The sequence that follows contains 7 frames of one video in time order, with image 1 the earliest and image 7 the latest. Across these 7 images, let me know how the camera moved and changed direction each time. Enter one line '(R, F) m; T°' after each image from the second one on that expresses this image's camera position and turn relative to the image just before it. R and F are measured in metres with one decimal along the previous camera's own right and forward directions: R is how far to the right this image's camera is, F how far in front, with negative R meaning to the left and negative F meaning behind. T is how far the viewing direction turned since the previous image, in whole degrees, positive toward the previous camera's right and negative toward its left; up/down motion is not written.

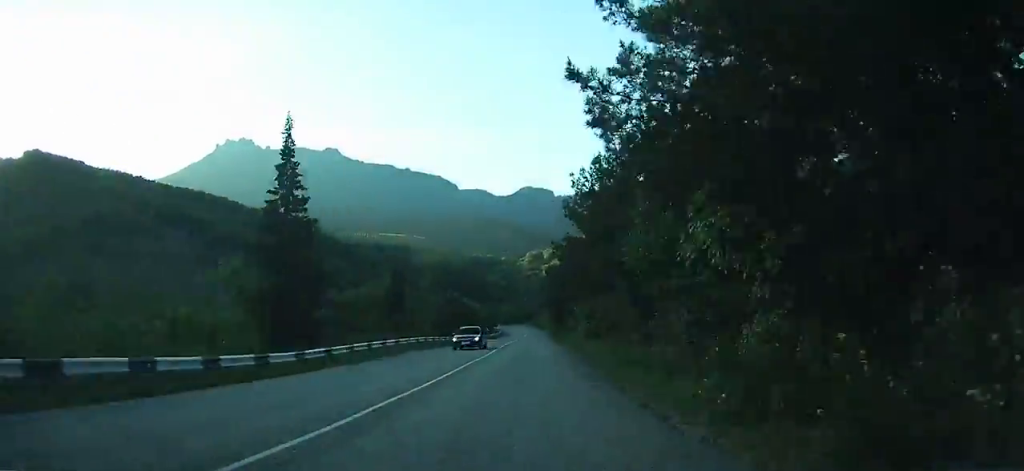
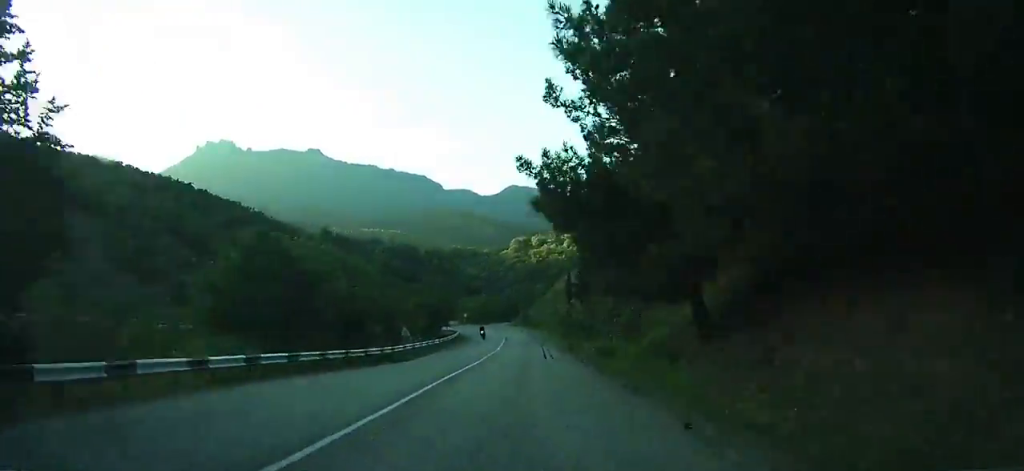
(+1.4, +53.5) m; +2°
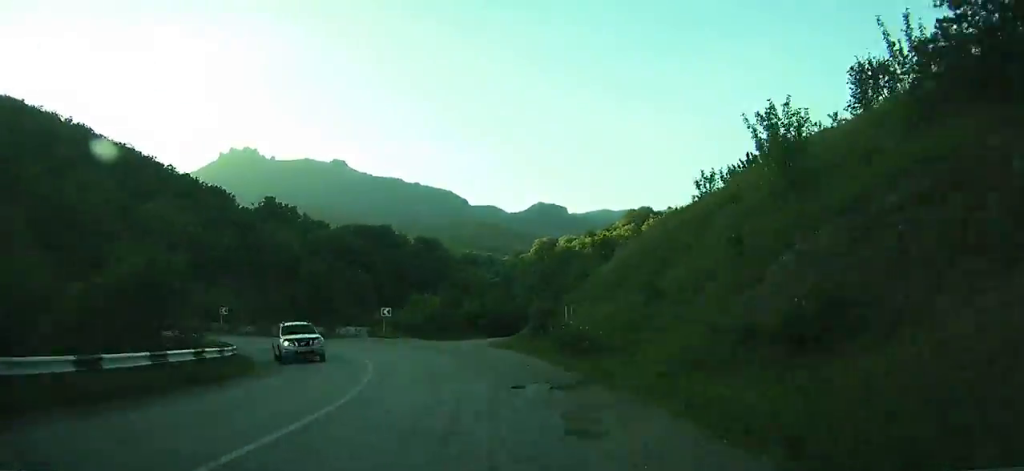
(-0.4, +54.6) m; -7°
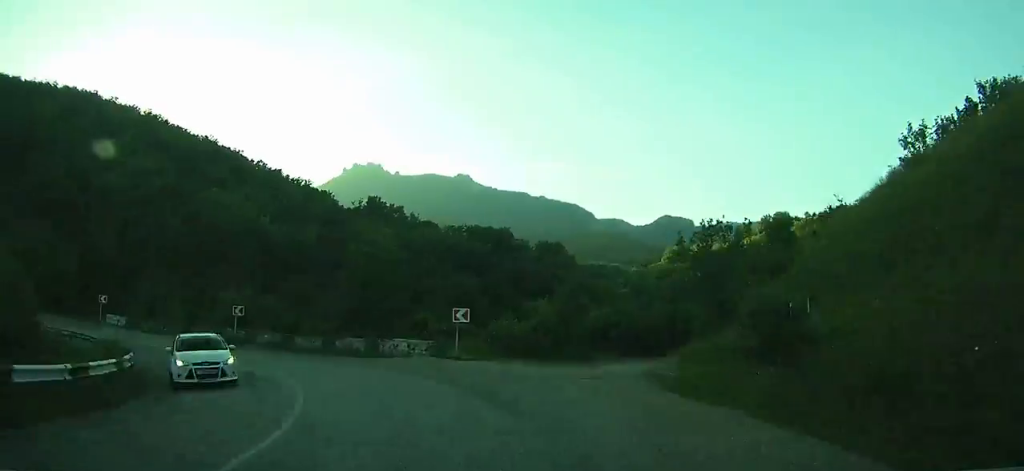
(-0.7, +17.7) m; -9°
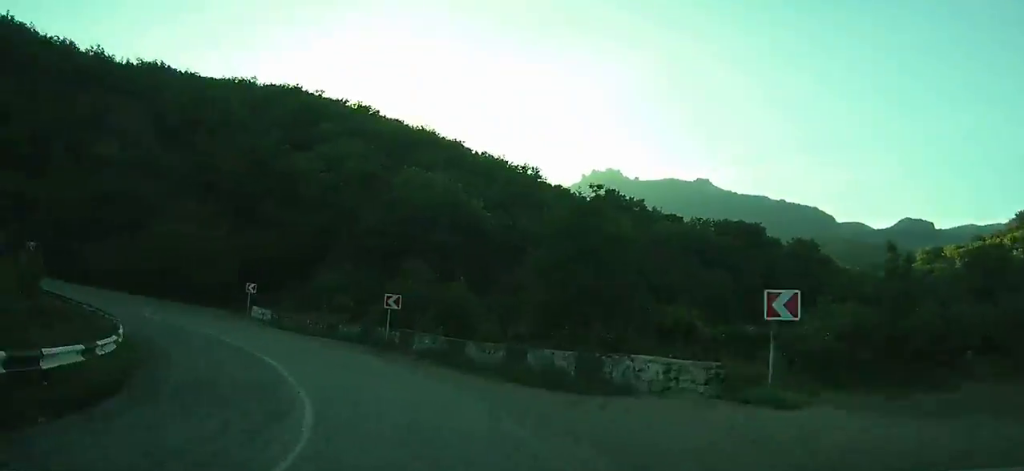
(-0.7, +14.7) m; -17°
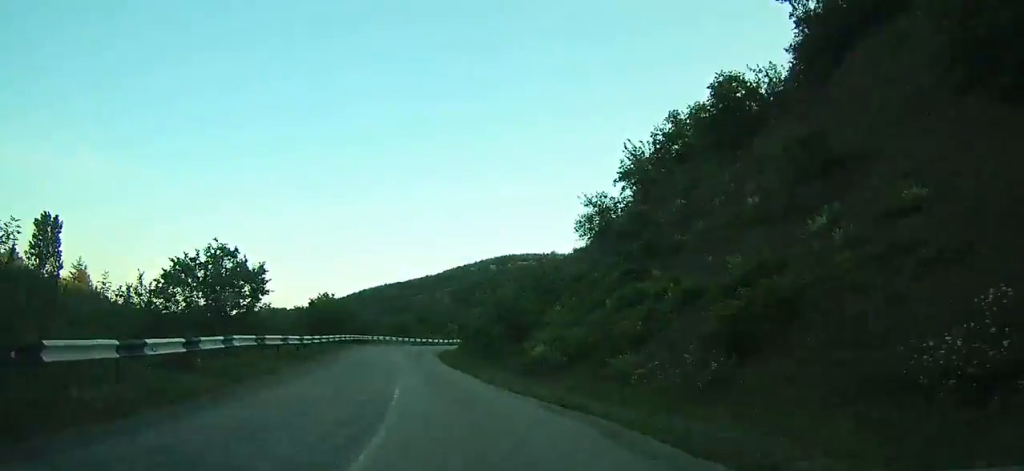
(-33.7, +19.5) m; -109°
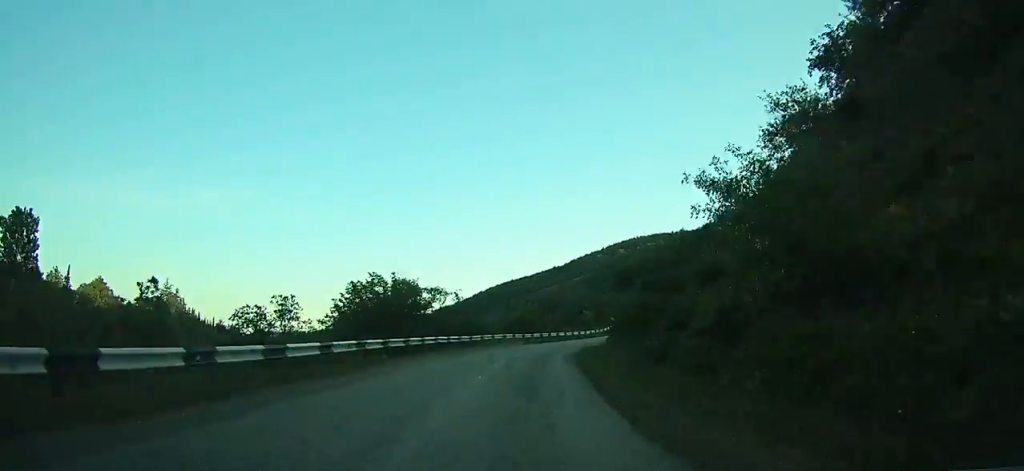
(-5.3, +22.0) m; -11°
